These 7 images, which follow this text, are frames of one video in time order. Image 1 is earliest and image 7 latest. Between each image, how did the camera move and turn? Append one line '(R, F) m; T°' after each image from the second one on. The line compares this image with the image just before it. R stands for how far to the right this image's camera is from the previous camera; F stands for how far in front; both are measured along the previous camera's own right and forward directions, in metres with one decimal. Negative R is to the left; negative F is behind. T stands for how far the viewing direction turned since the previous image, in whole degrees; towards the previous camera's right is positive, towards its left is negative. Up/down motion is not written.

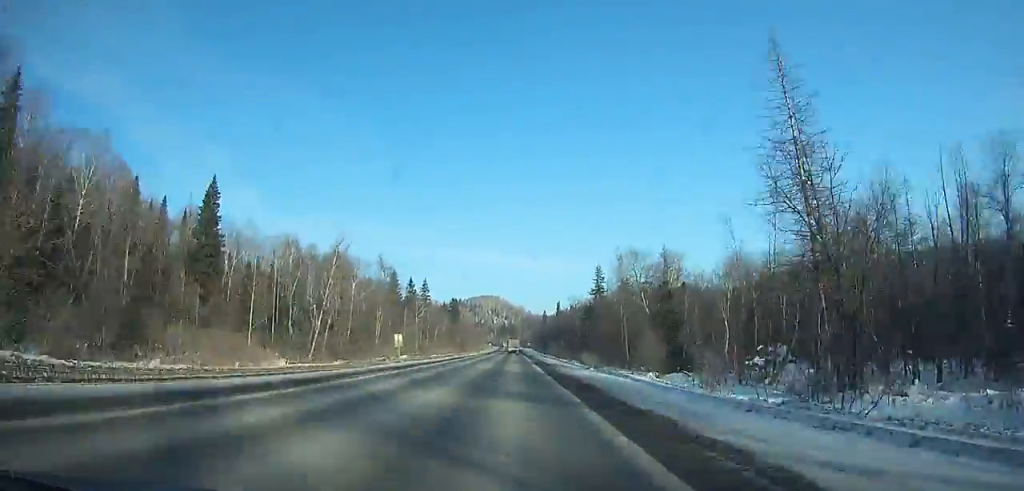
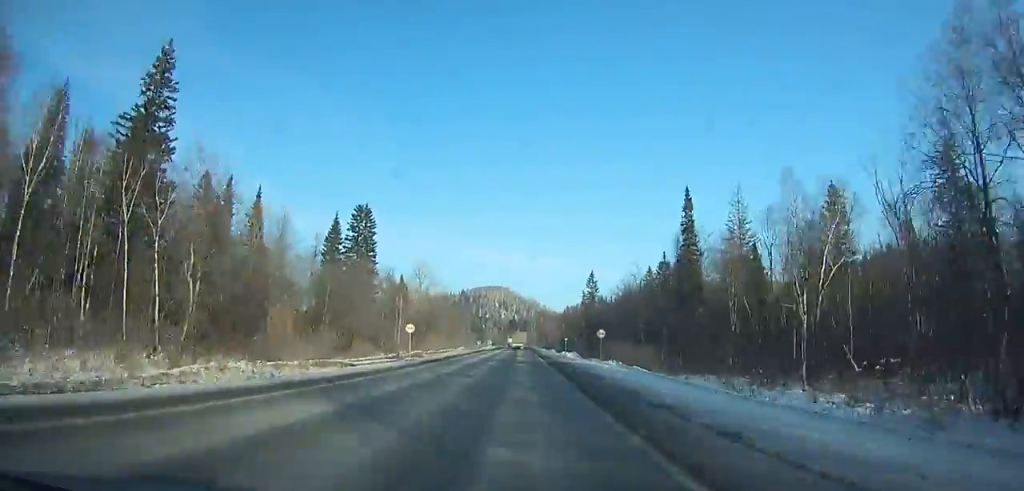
(-1.6, +181.3) m; -1°
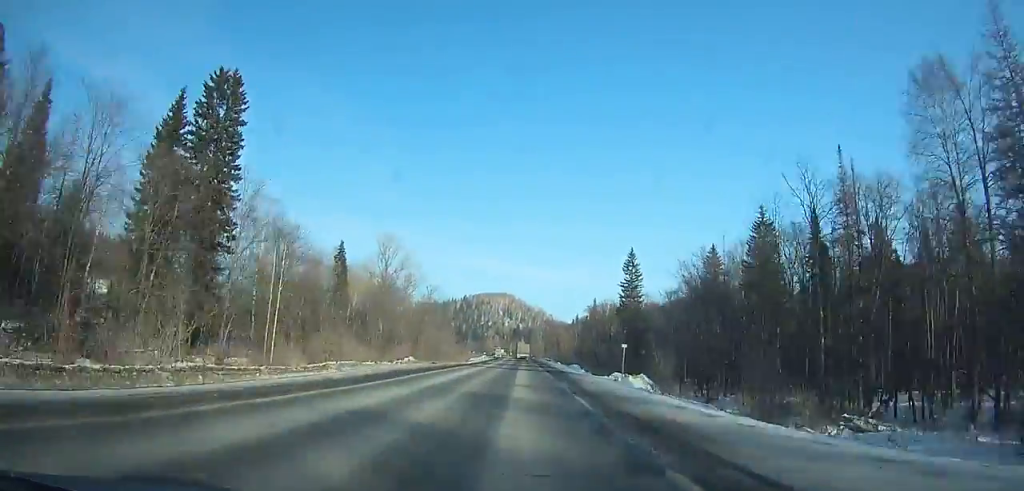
(-0.3, +53.3) m; 0°
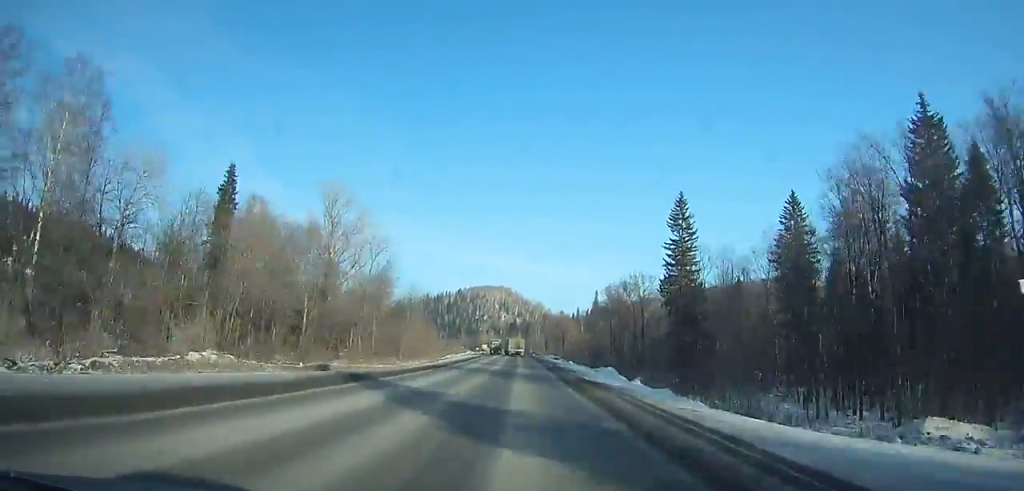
(0.0, +37.6) m; 0°
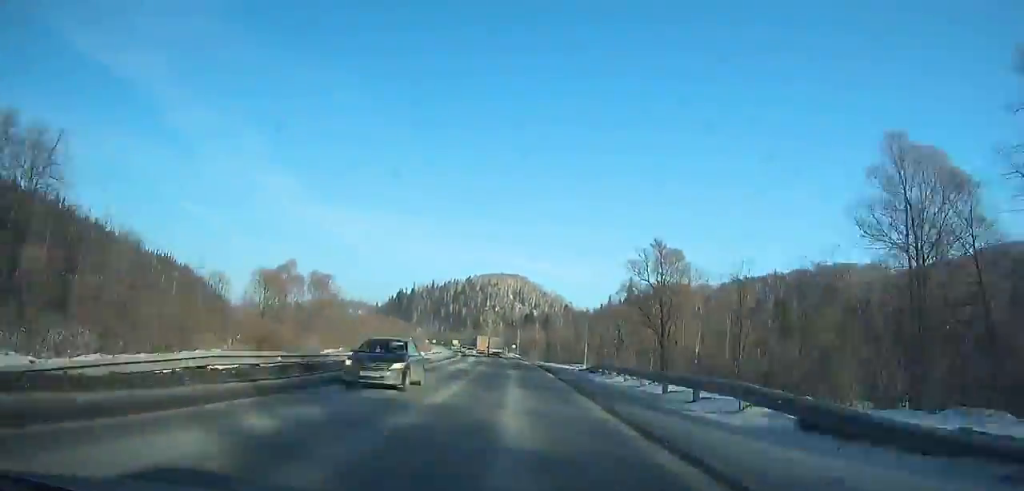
(-0.7, +106.4) m; -2°
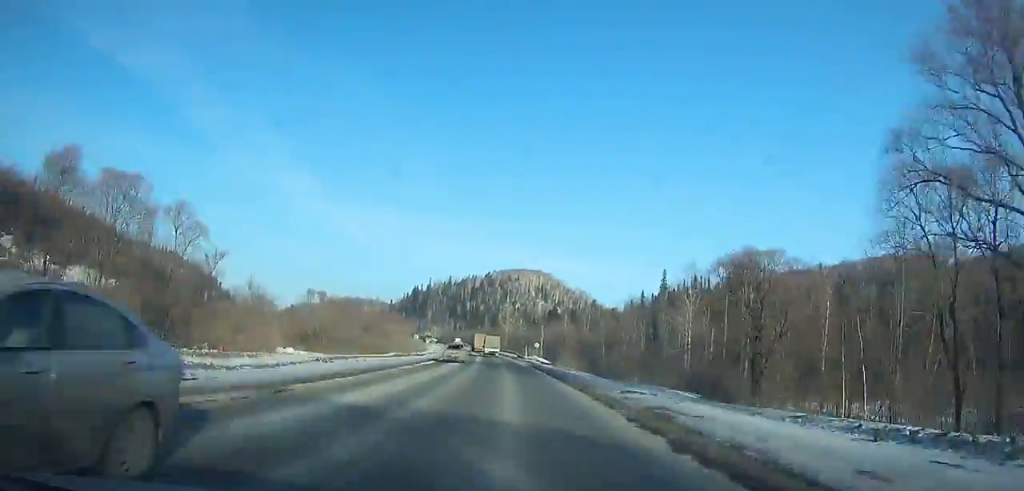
(-1.1, +44.6) m; -2°
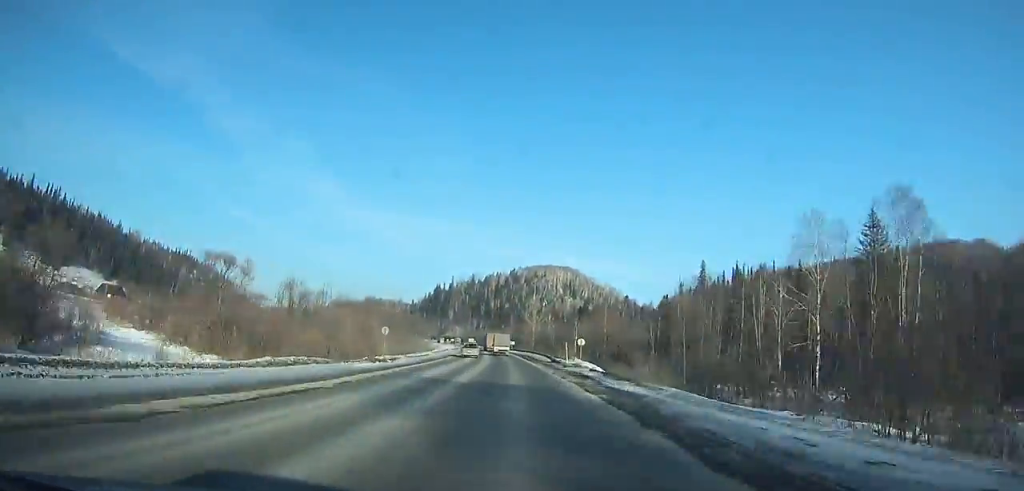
(-0.3, +33.6) m; -2°
